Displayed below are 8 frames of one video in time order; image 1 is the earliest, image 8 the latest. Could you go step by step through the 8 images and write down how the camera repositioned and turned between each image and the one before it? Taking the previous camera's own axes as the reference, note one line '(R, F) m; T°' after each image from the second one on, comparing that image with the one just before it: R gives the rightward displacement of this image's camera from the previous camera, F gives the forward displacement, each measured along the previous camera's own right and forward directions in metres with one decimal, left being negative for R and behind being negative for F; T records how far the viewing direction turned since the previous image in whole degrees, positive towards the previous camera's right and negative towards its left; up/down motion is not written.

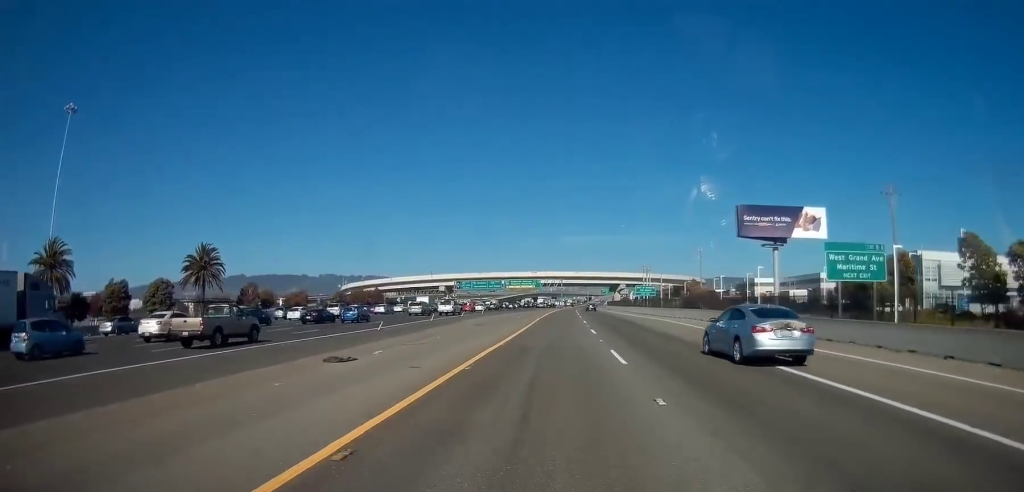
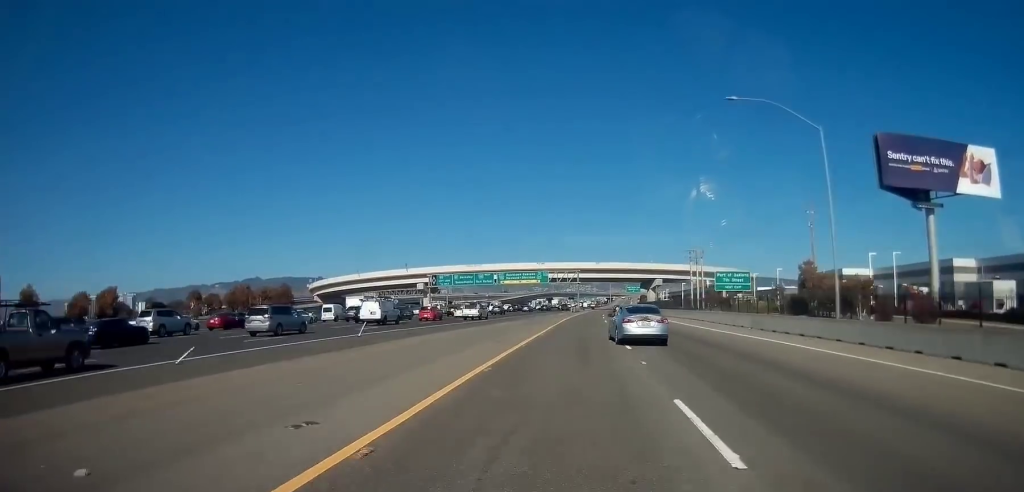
(-0.7, +52.4) m; -1°
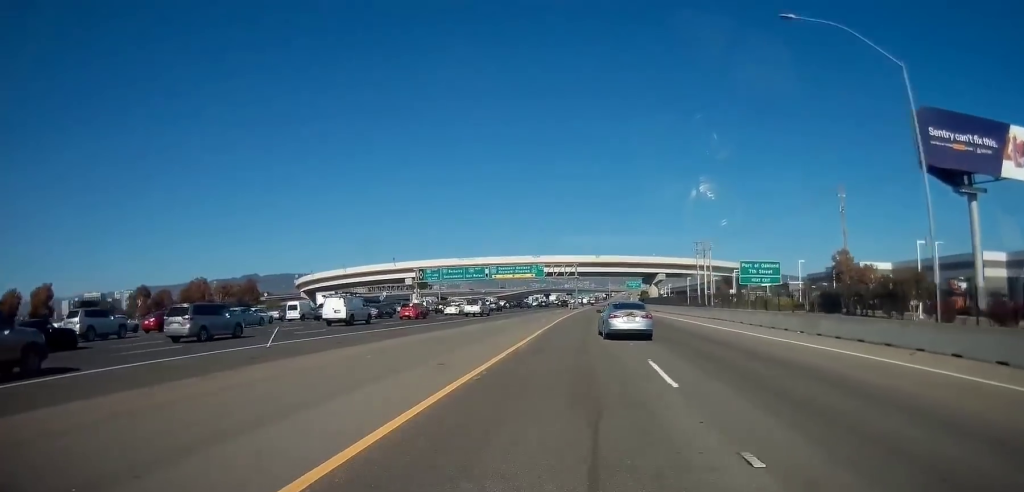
(0.0, +9.7) m; 0°
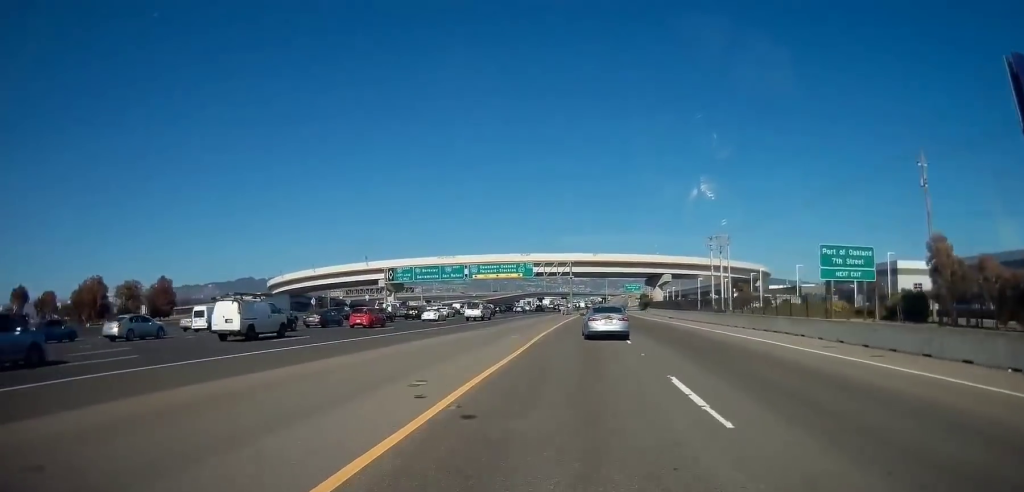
(0.0, +17.9) m; 0°
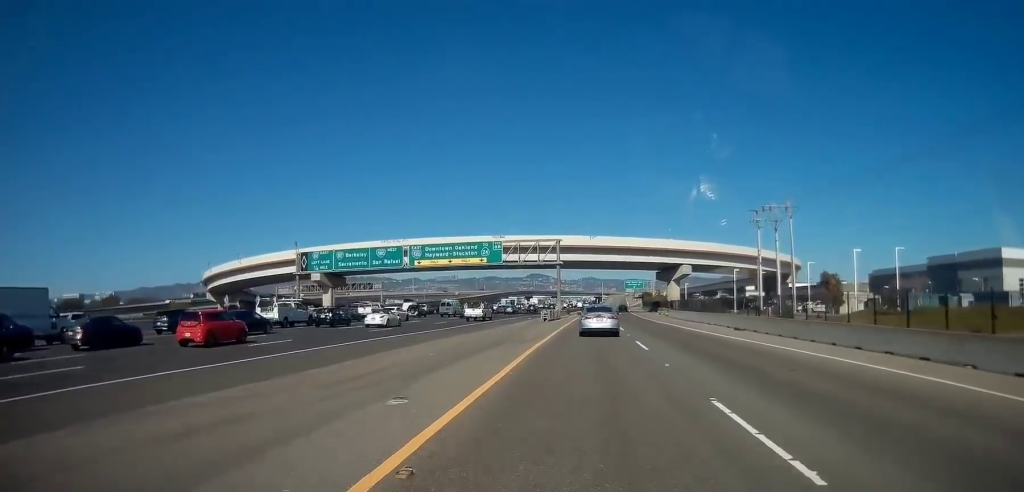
(+0.4, +33.3) m; +1°
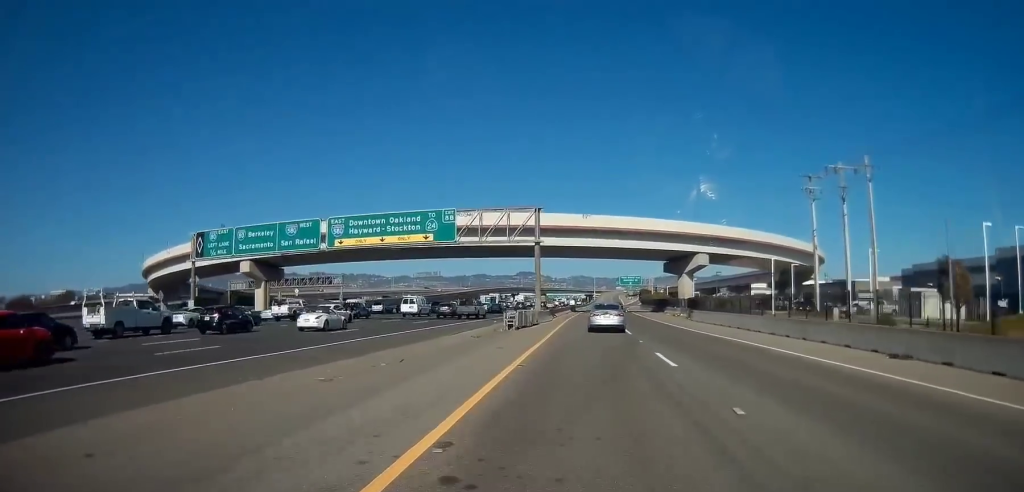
(+0.1, +21.7) m; +1°
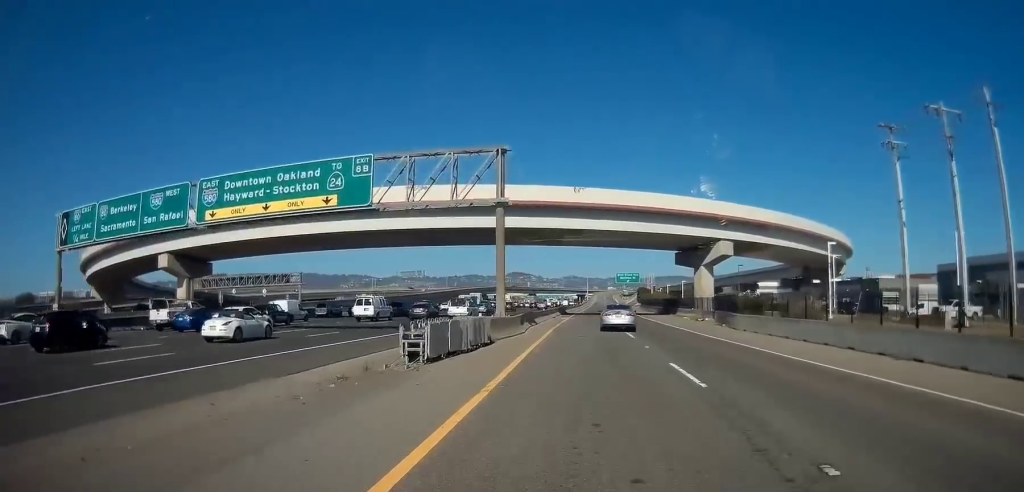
(0.0, +18.2) m; +1°
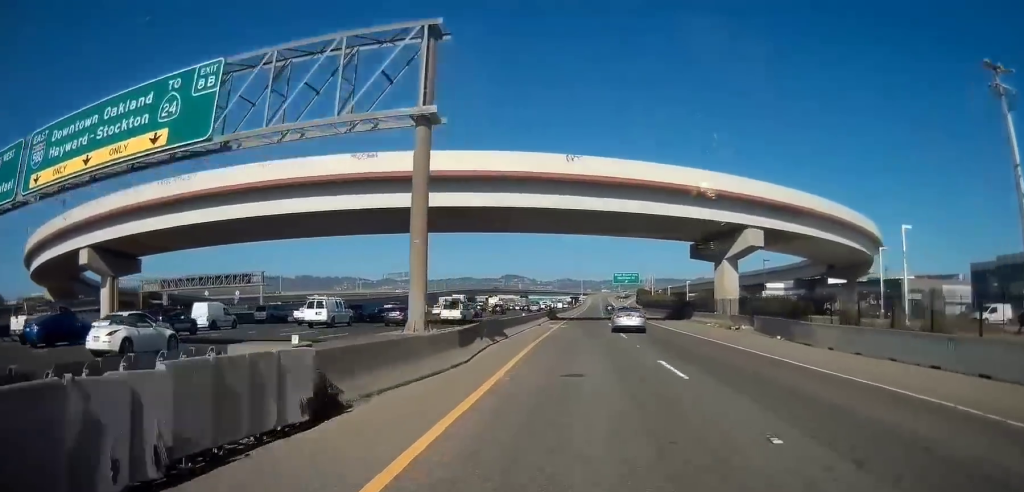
(0.0, +13.7) m; +1°
